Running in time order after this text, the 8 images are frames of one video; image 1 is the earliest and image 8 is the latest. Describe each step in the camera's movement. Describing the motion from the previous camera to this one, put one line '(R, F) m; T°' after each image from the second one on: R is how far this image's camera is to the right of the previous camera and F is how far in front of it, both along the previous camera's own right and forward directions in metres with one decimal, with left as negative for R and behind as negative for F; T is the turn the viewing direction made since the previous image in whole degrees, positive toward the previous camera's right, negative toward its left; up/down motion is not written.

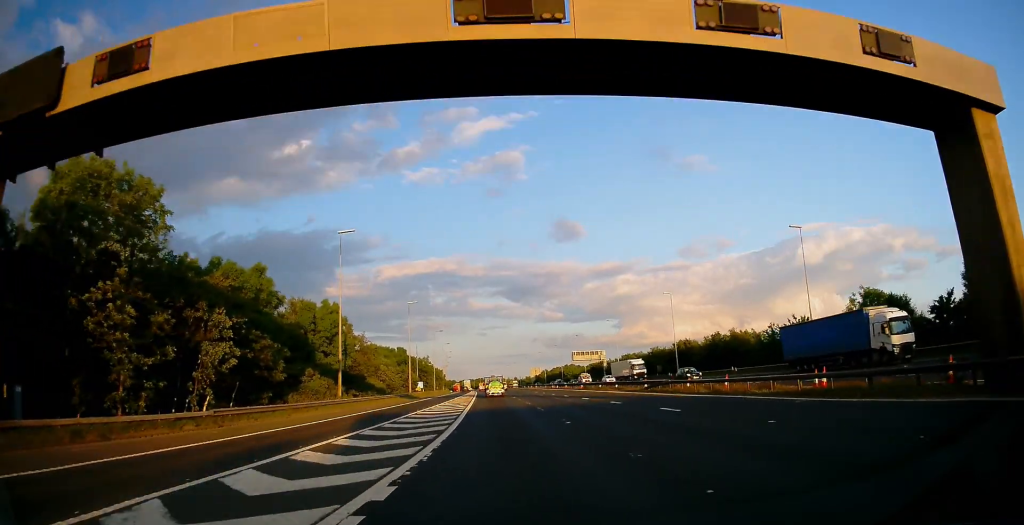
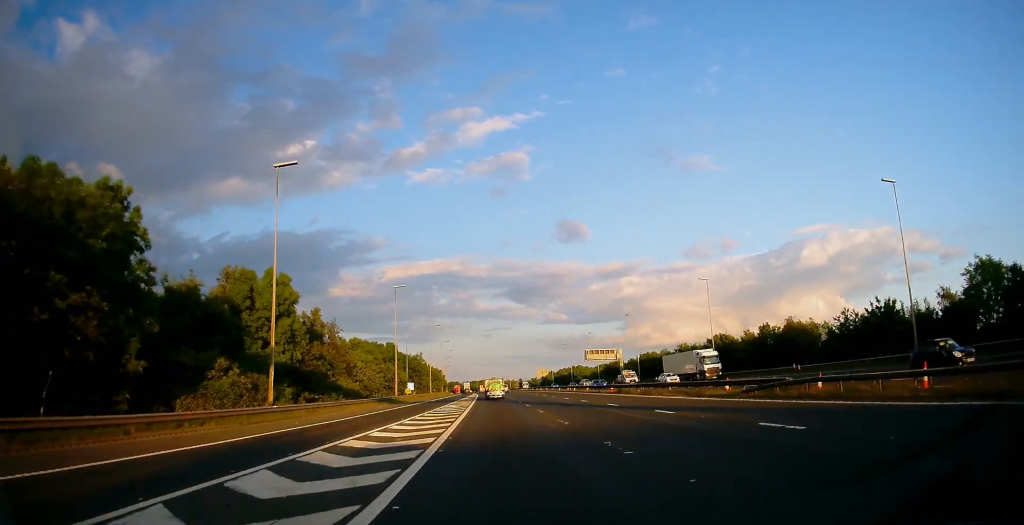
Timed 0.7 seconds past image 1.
(-0.1, +17.1) m; 0°
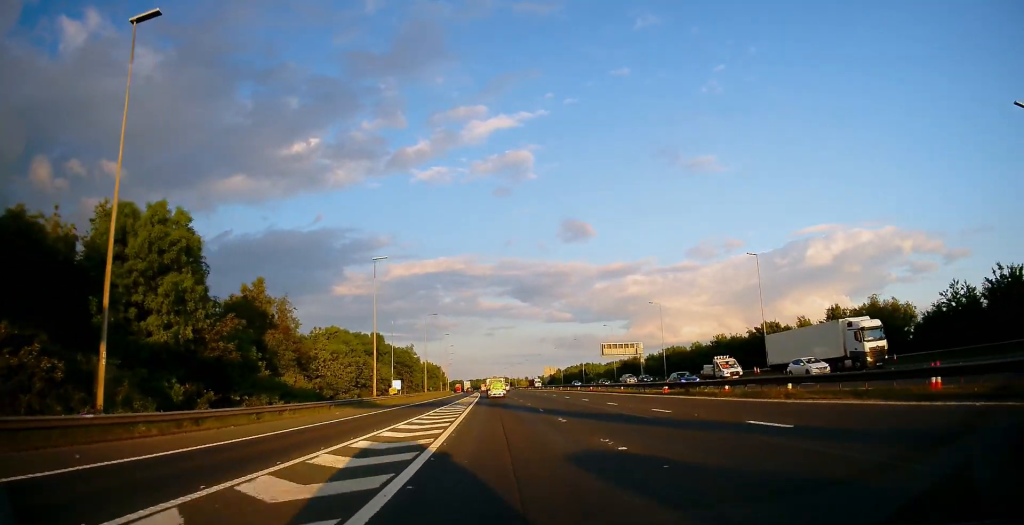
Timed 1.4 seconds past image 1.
(0.0, +16.7) m; 0°
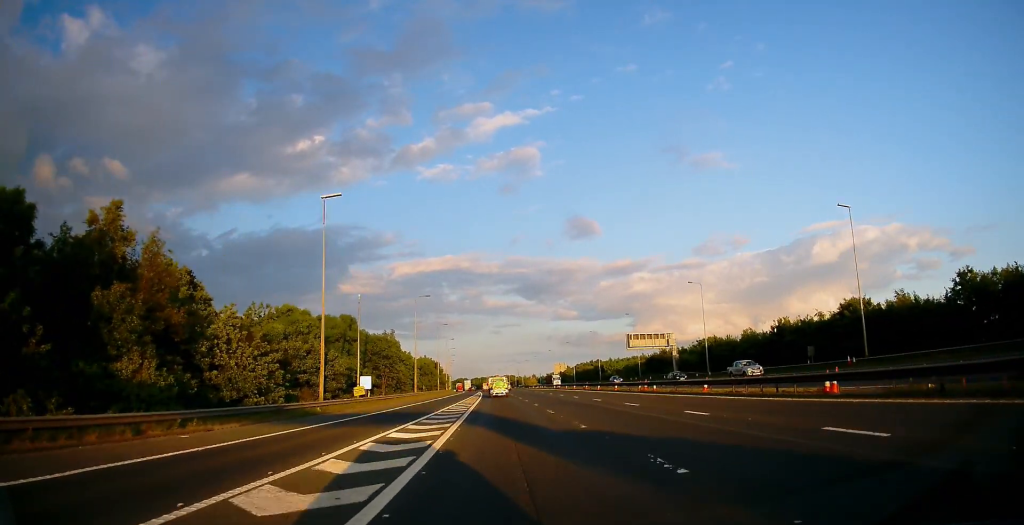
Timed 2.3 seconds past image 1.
(0.0, +21.6) m; -1°
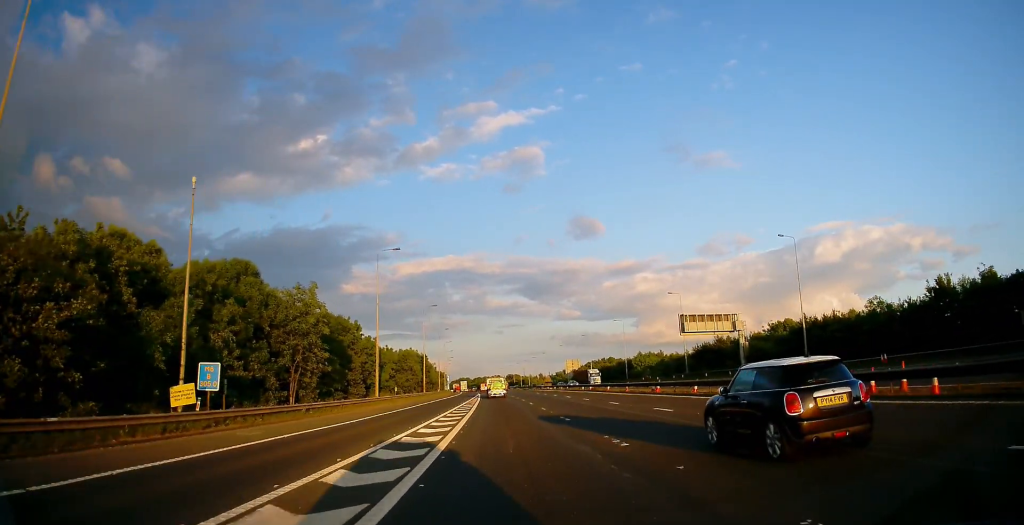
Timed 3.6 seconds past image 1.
(-0.4, +31.7) m; -1°
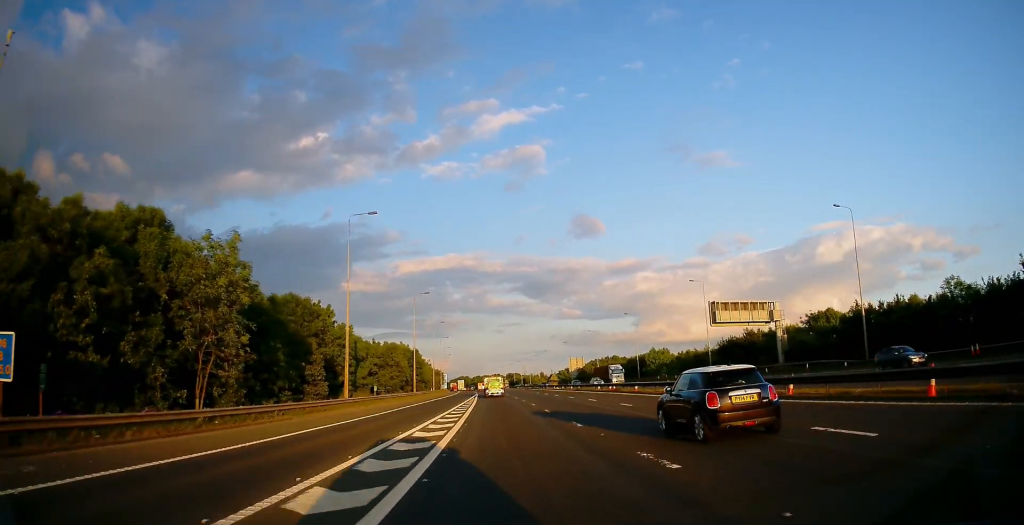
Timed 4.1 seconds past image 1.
(0.0, +12.2) m; 0°
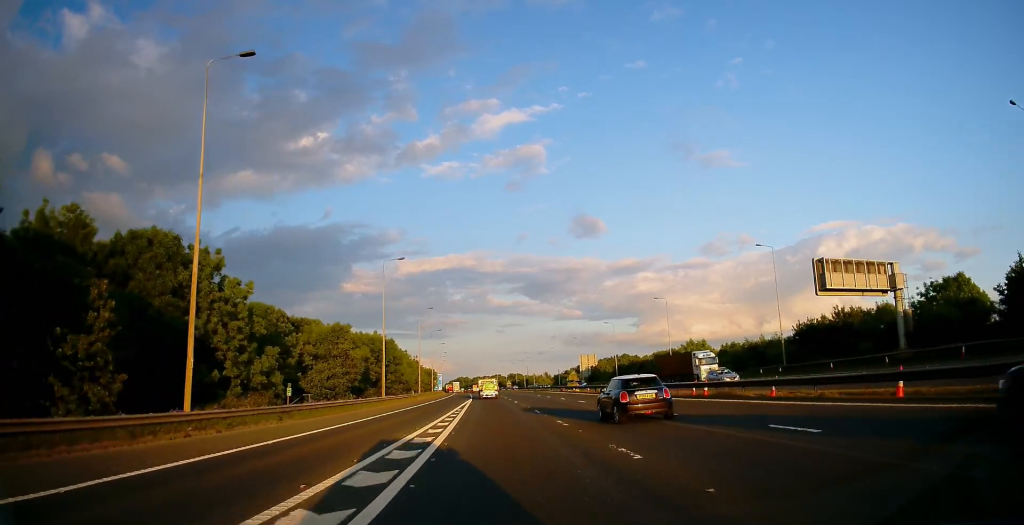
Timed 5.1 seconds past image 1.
(0.0, +25.1) m; 0°
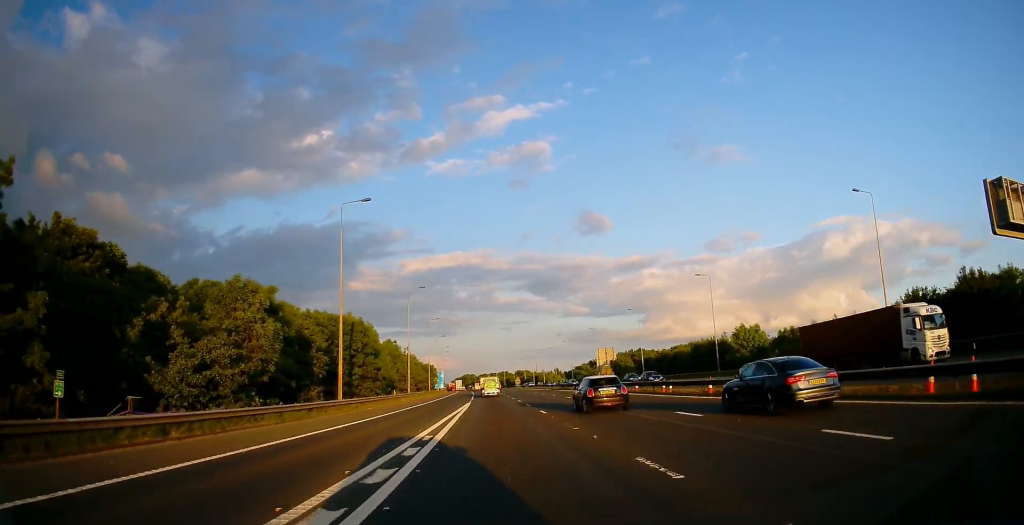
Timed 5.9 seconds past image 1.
(0.0, +20.2) m; 0°
